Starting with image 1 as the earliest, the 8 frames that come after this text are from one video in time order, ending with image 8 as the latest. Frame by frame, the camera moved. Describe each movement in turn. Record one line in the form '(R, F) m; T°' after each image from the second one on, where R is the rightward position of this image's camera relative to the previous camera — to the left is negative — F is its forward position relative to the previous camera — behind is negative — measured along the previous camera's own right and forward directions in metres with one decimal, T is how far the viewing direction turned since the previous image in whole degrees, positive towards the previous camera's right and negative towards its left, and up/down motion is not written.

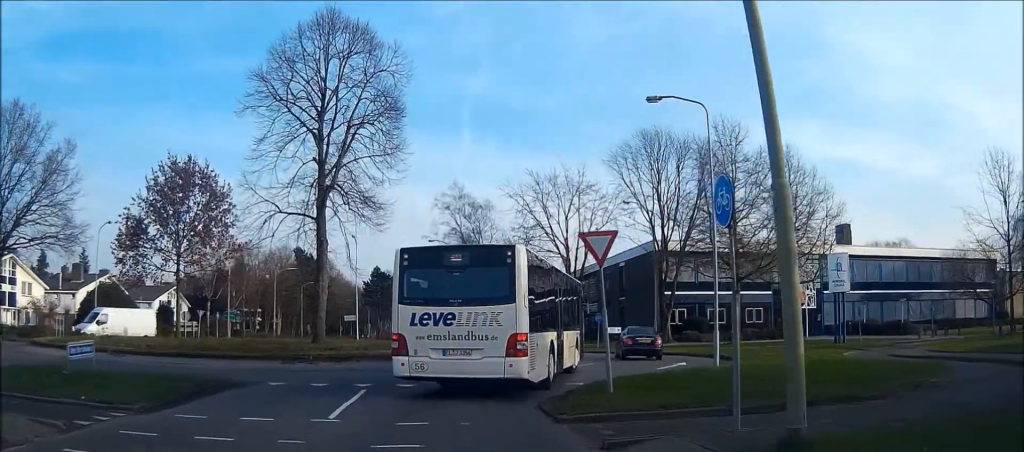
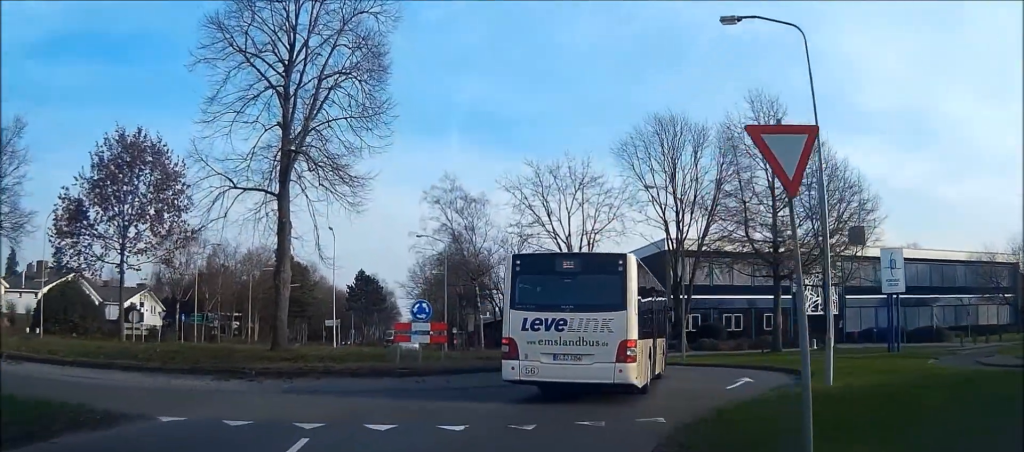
(+0.1, +6.9) m; +5°
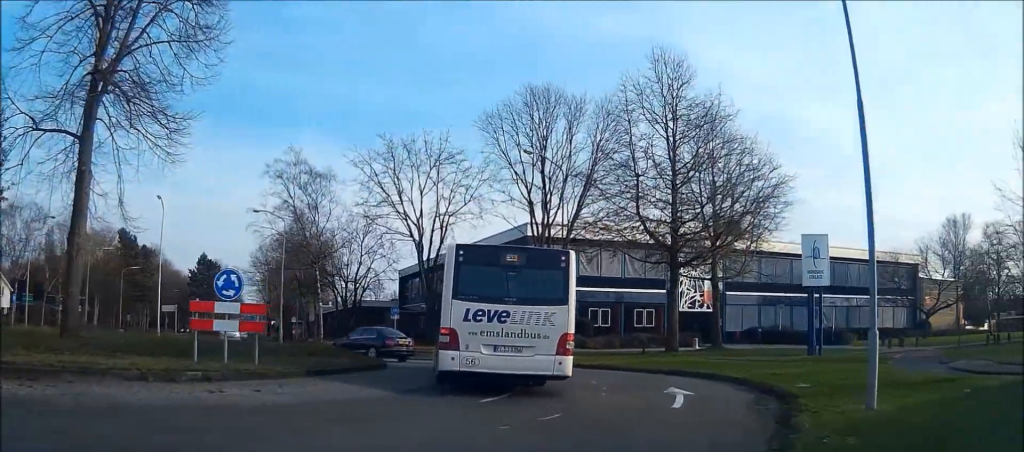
(+0.4, +6.2) m; +12°
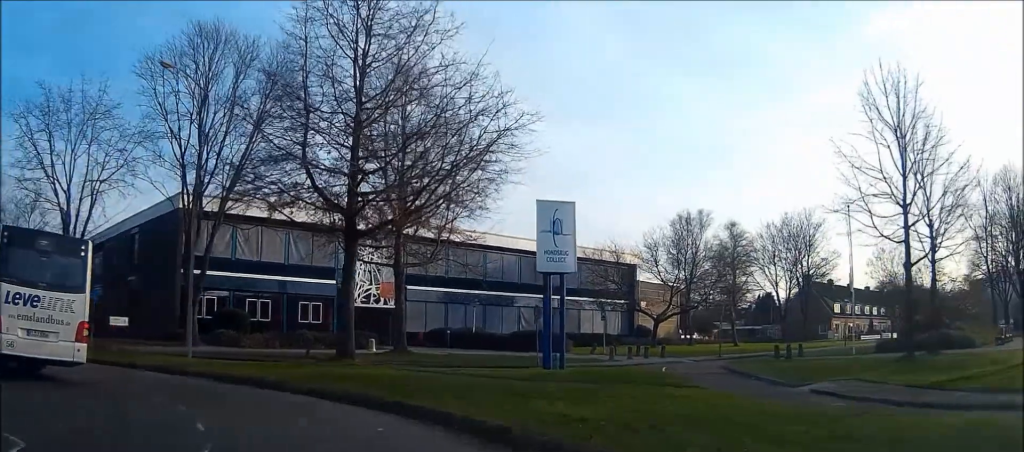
(+1.9, +8.9) m; +15°
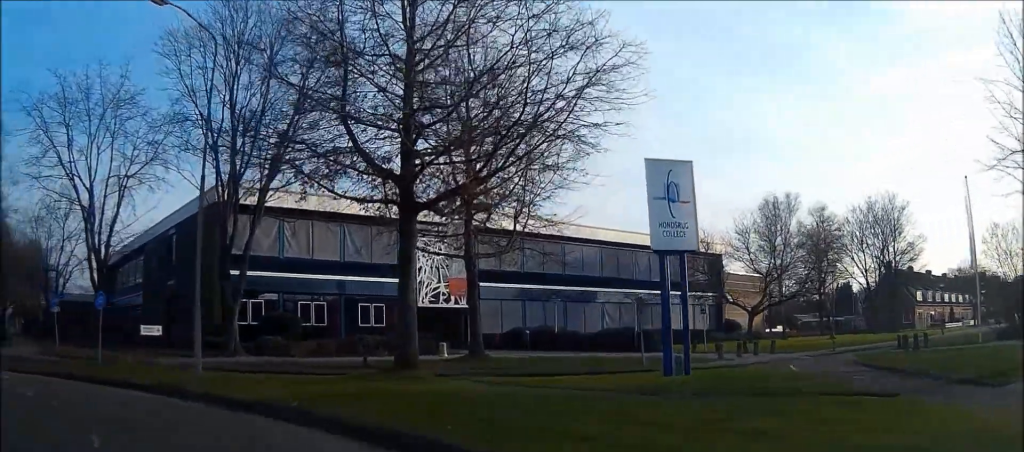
(+0.1, +5.1) m; -5°
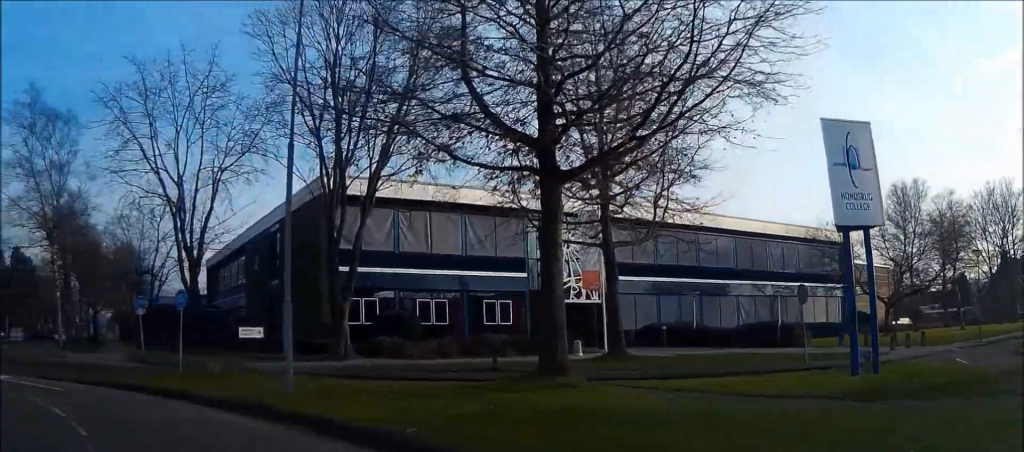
(+0.2, +3.1) m; -7°
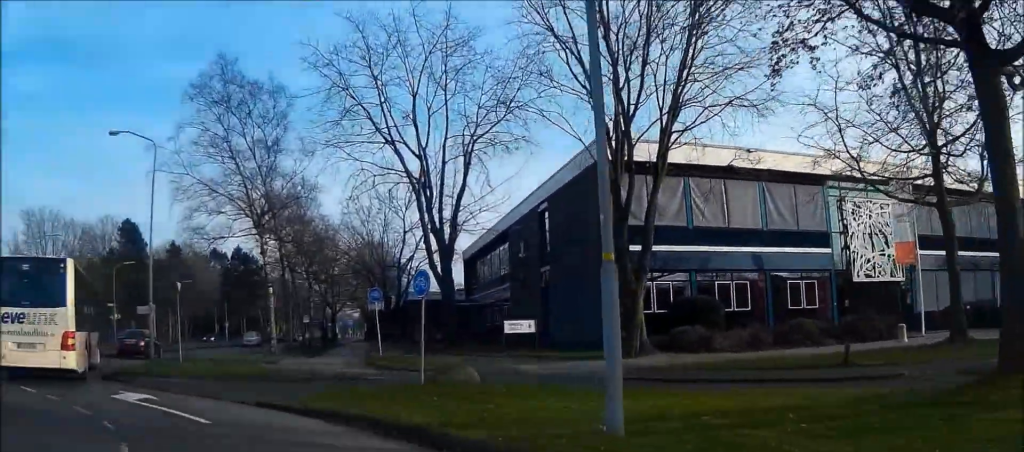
(-1.0, +5.9) m; -17°
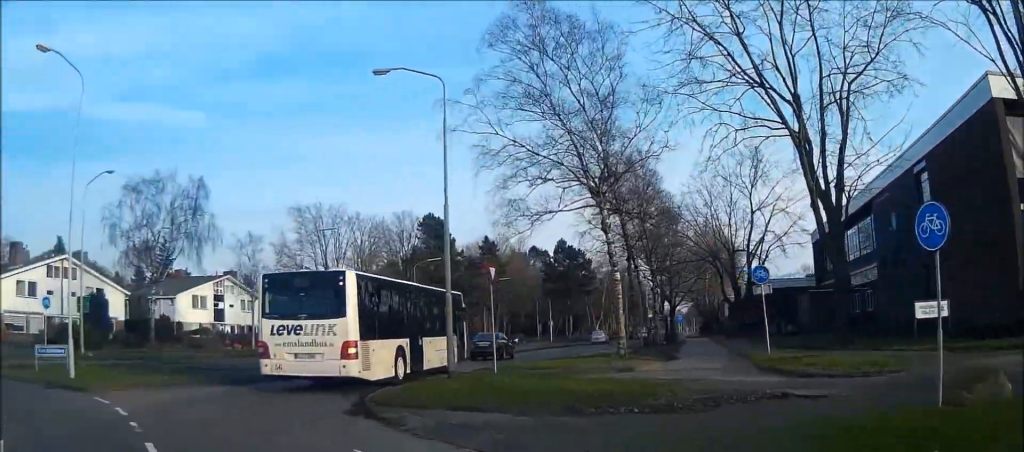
(-1.4, +7.5) m; -21°
